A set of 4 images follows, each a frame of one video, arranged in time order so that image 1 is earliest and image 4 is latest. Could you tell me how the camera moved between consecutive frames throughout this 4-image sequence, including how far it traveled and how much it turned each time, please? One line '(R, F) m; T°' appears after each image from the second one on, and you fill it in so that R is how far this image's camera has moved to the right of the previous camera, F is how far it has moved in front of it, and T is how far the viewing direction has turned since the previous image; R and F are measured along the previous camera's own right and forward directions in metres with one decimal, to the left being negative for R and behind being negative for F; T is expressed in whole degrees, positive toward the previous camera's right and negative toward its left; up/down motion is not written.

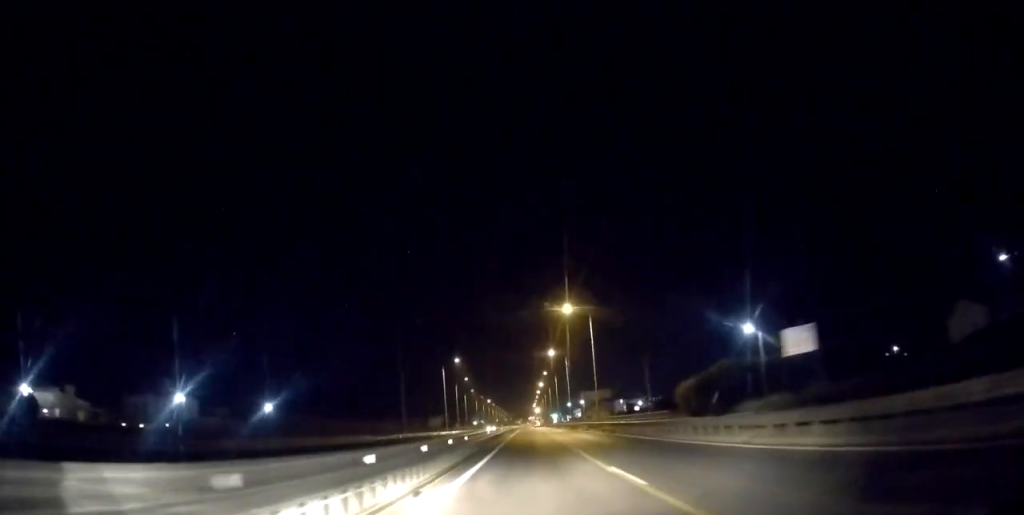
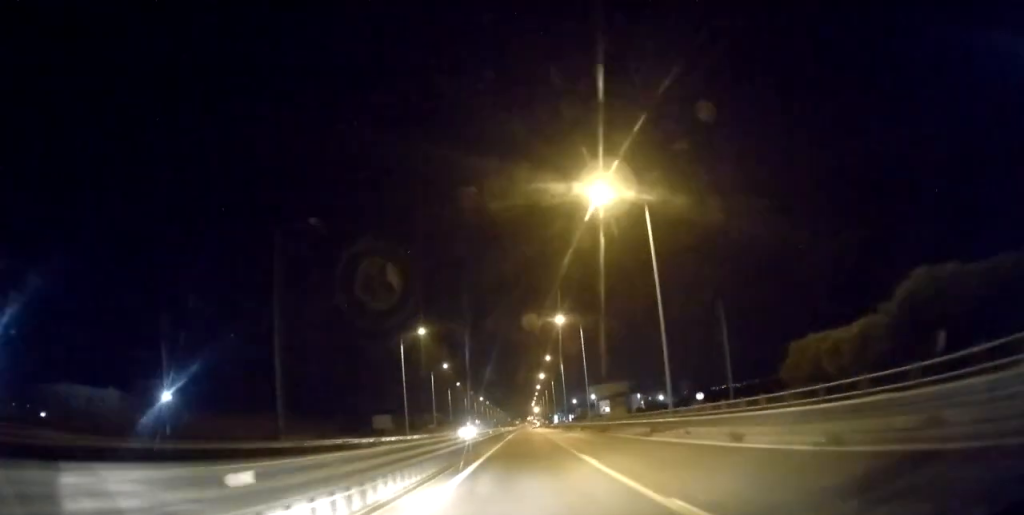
(0.0, +30.8) m; 0°
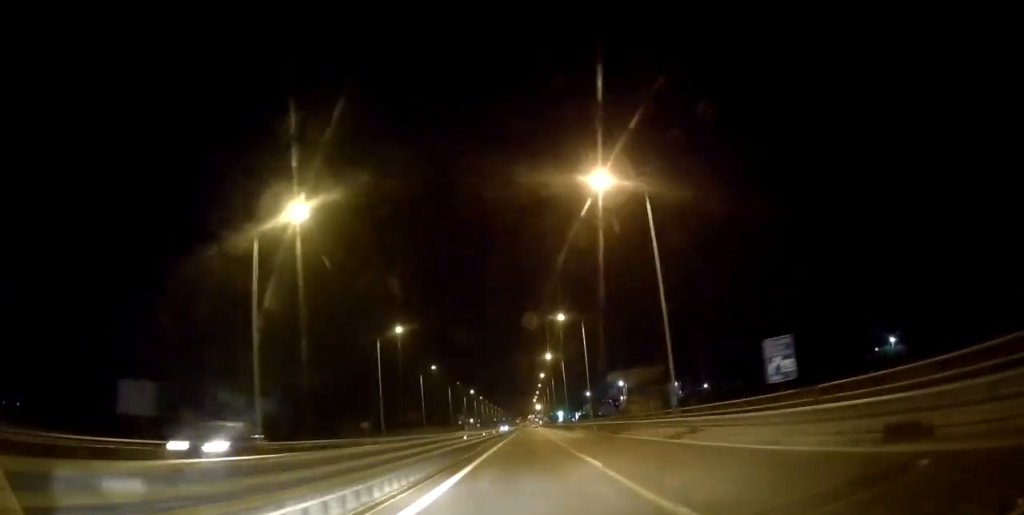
(+0.2, +37.6) m; 0°
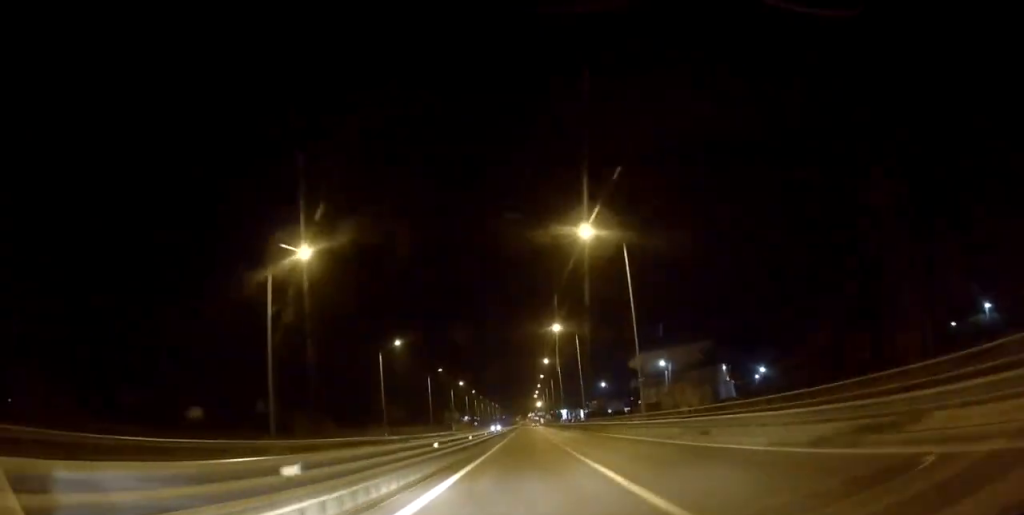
(0.0, +28.5) m; 0°
